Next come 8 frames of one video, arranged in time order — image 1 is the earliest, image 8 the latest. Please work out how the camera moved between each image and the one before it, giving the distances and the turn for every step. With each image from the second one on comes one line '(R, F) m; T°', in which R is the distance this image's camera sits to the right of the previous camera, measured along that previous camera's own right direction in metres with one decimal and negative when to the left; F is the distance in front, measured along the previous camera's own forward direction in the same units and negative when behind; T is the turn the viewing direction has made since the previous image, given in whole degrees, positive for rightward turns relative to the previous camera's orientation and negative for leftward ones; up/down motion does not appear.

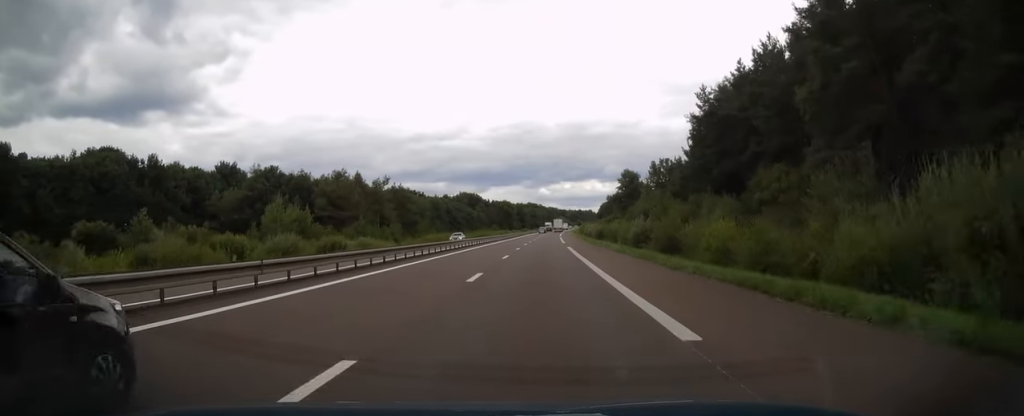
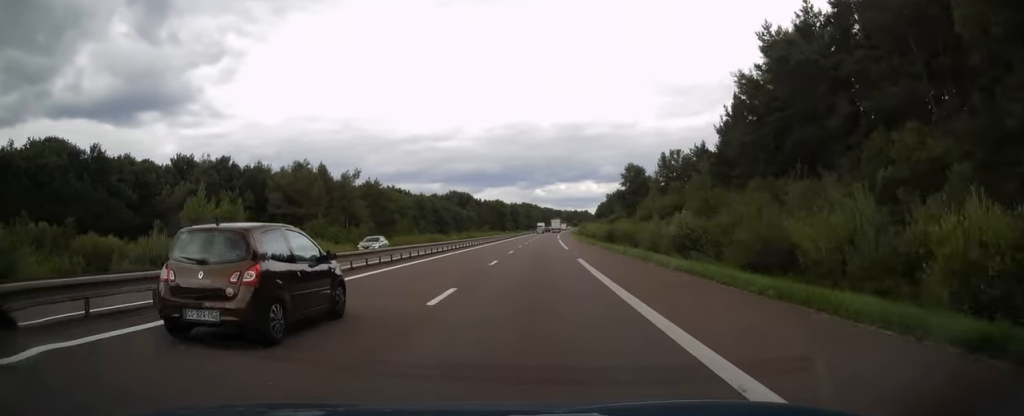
(0.0, +18.0) m; 0°
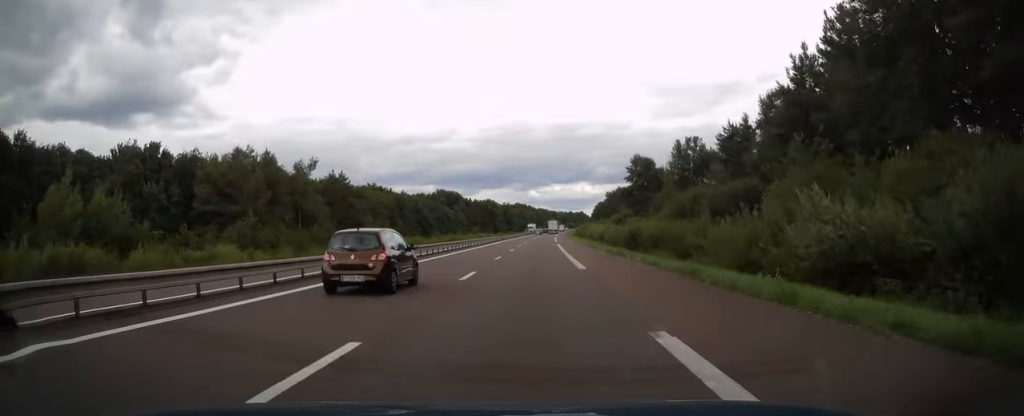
(0.0, +20.0) m; 0°
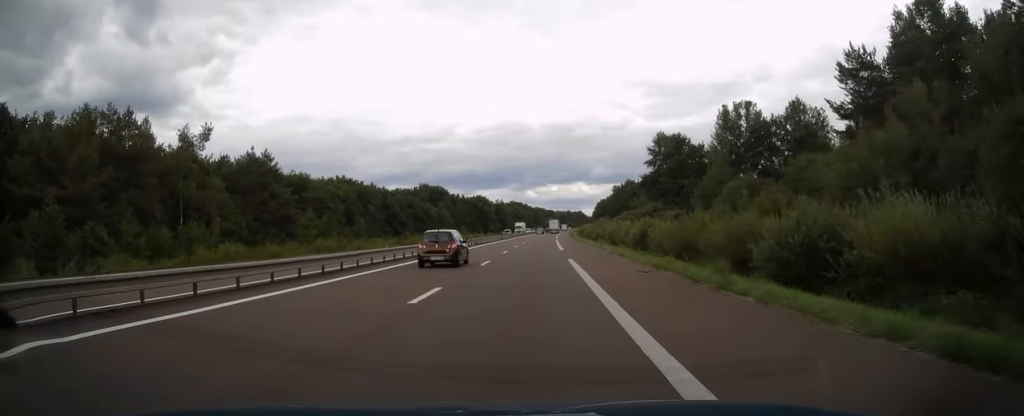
(+0.2, +31.7) m; +1°
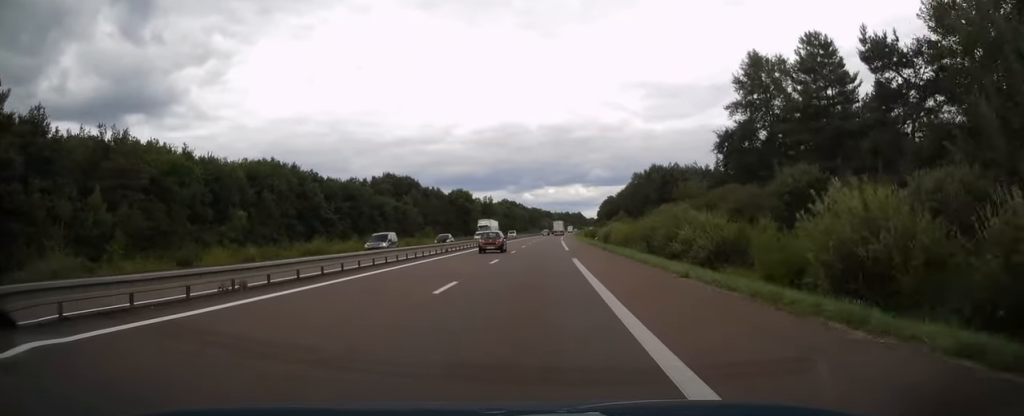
(+0.4, +50.4) m; +1°
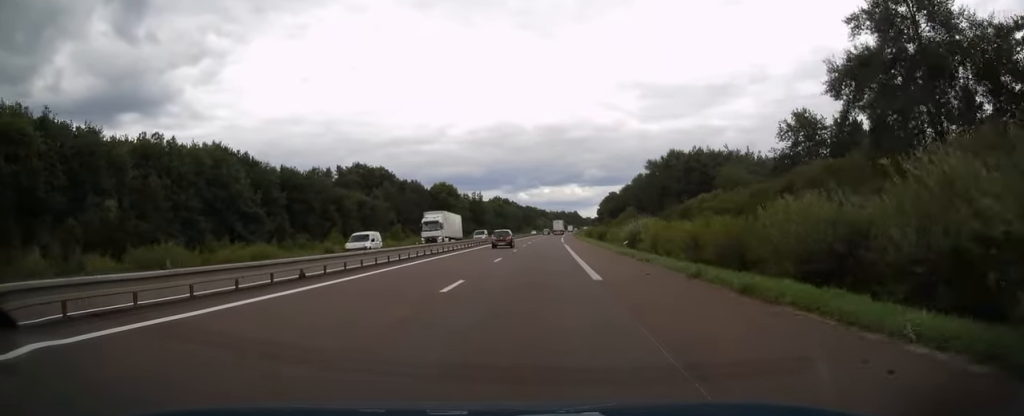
(0.0, +25.9) m; 0°
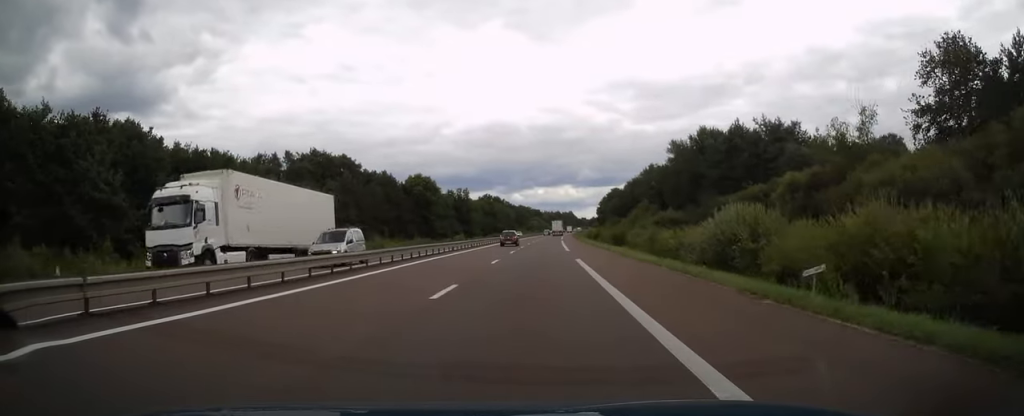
(+0.1, +27.4) m; 0°
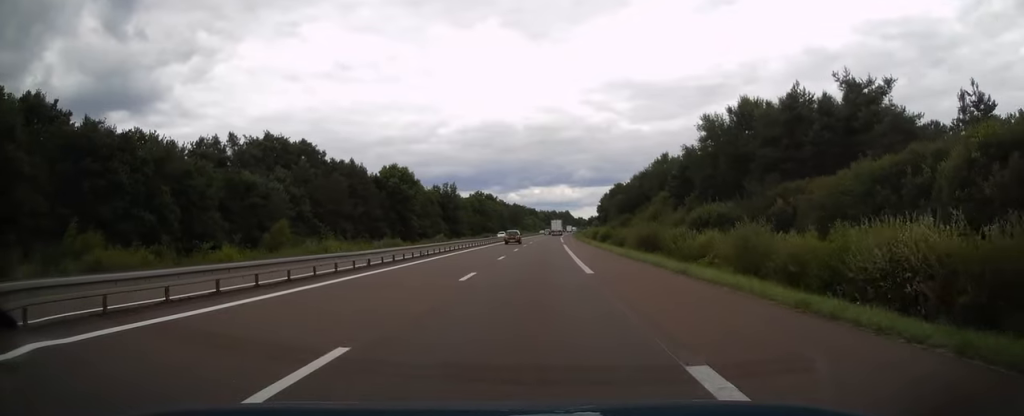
(0.0, +21.5) m; 0°
